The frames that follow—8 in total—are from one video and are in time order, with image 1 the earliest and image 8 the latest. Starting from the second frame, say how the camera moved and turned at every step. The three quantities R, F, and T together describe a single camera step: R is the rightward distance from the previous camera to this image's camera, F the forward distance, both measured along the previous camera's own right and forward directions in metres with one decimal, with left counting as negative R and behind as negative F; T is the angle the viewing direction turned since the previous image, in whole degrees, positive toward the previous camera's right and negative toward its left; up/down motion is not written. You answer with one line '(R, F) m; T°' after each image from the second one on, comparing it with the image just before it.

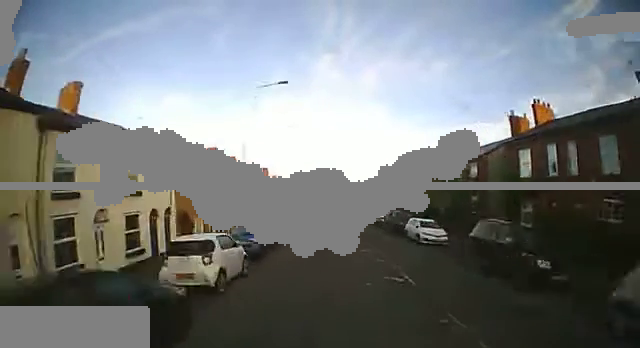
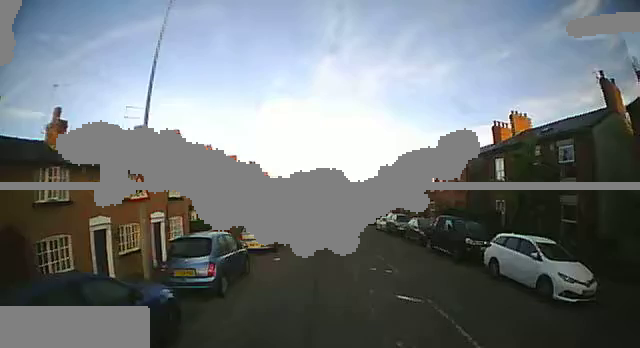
(0.0, +10.7) m; 0°
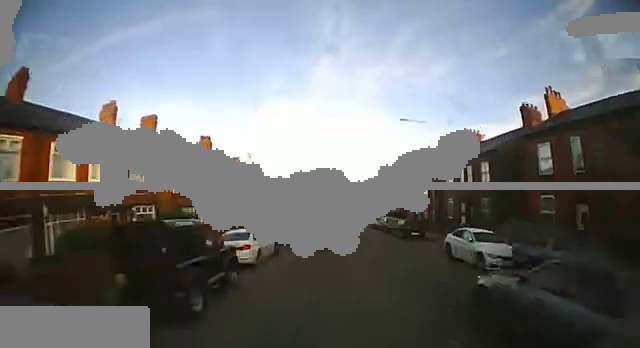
(+0.1, +18.6) m; +2°
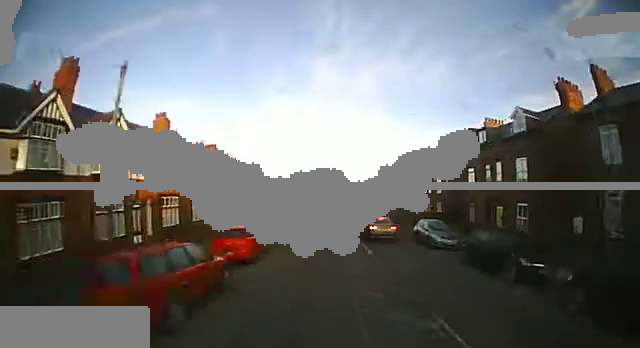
(+0.7, +18.3) m; +3°
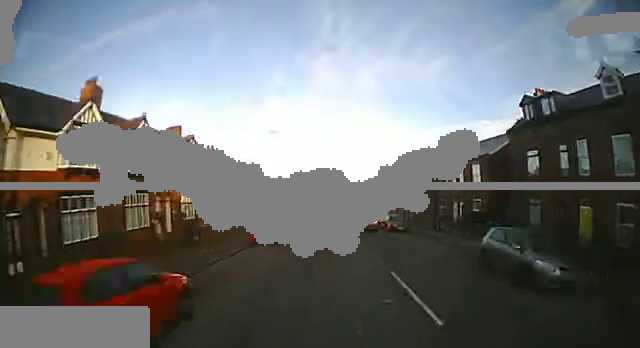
(0.0, +7.8) m; +1°
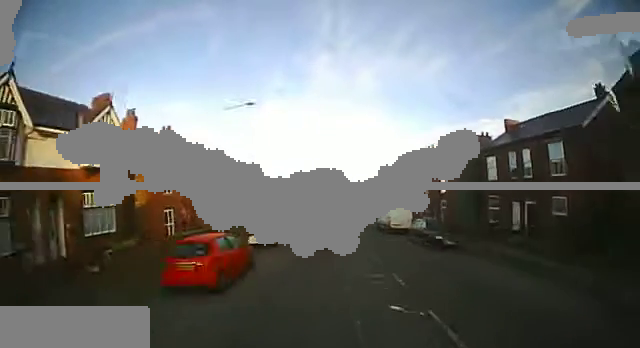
(+0.1, +9.0) m; 0°
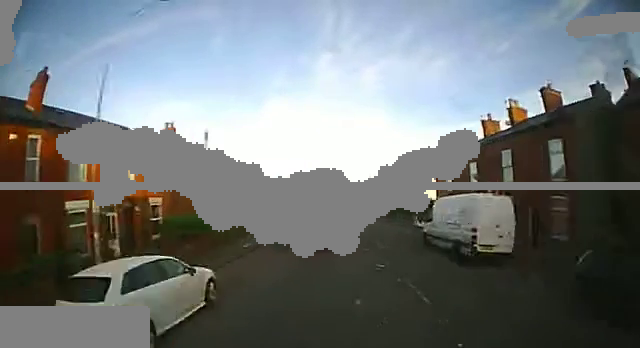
(-0.1, +12.8) m; -1°
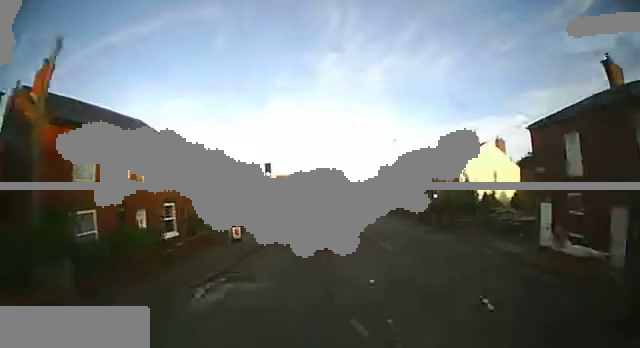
(0.0, +12.8) m; 0°
